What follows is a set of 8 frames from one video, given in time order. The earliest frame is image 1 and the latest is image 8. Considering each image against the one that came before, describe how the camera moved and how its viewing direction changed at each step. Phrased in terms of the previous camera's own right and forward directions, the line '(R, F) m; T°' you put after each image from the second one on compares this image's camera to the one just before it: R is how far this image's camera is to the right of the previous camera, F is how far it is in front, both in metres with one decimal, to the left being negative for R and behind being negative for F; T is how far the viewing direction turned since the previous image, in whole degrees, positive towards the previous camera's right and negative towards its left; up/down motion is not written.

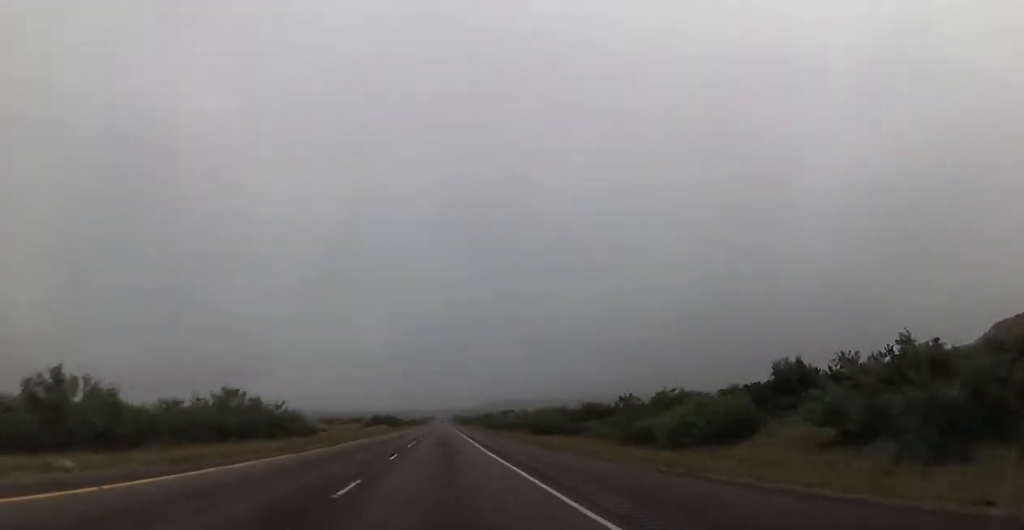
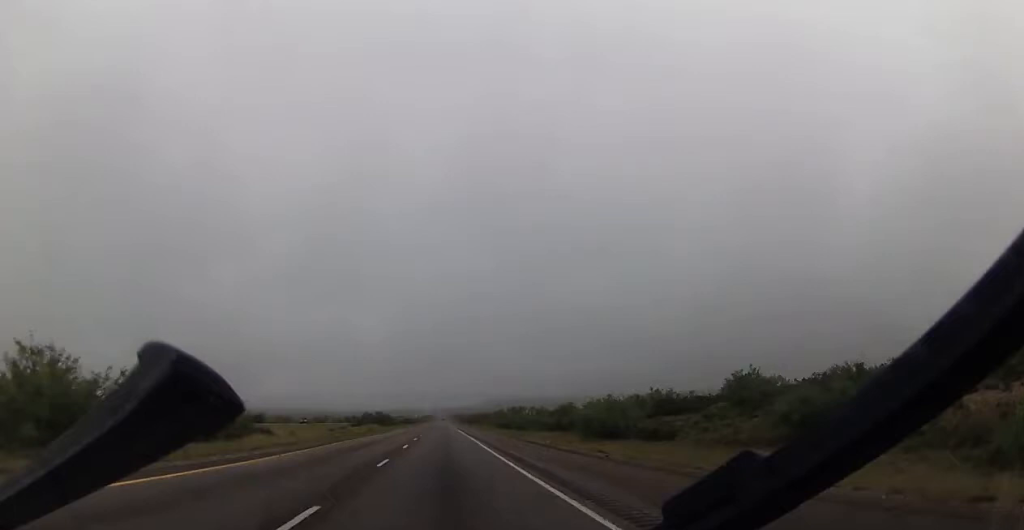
(+0.4, +29.3) m; 0°
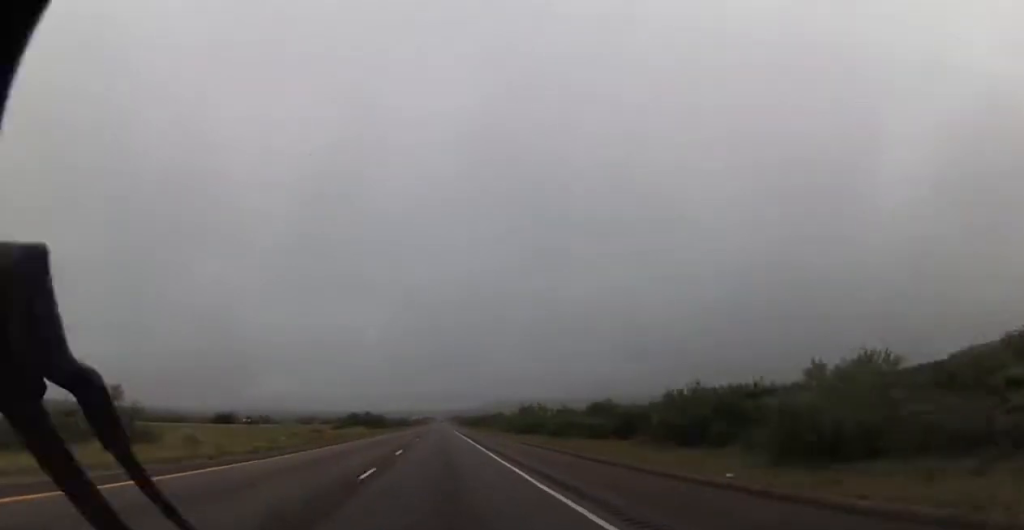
(-0.2, +27.9) m; -1°
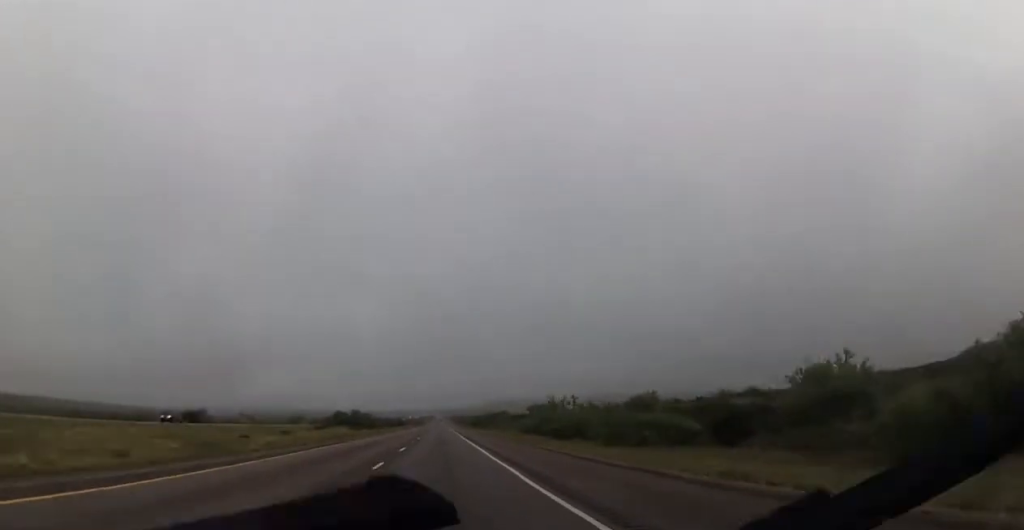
(-0.2, +20.9) m; 0°
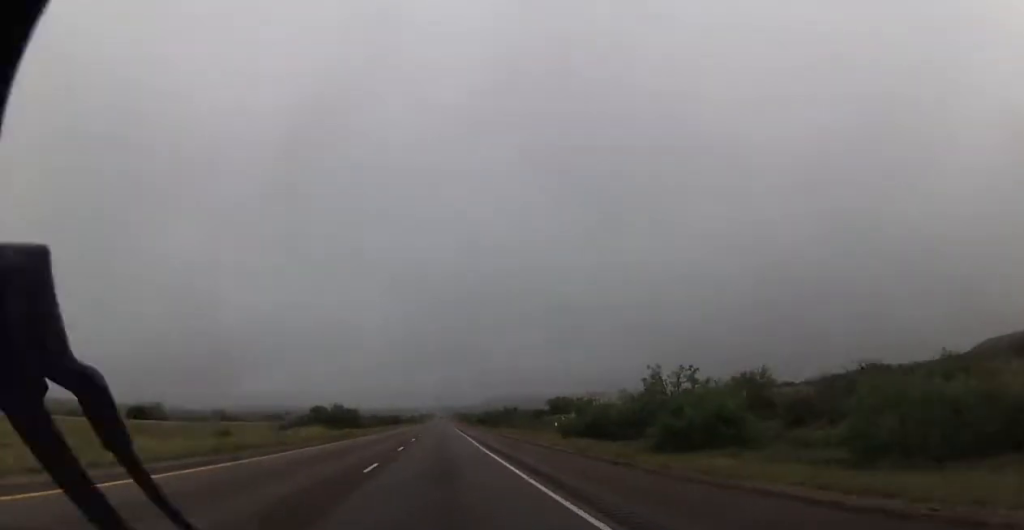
(0.0, +26.6) m; 0°
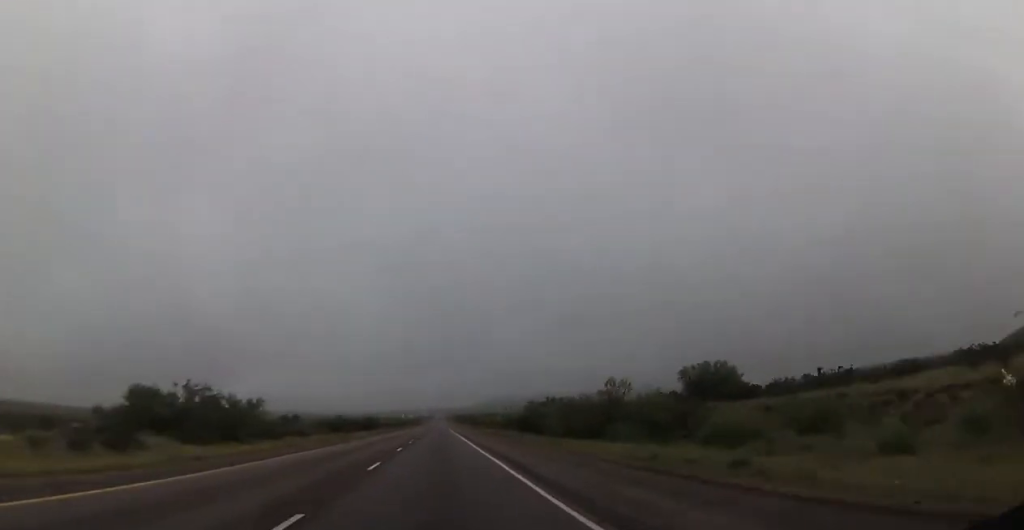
(0.0, +71.1) m; +1°
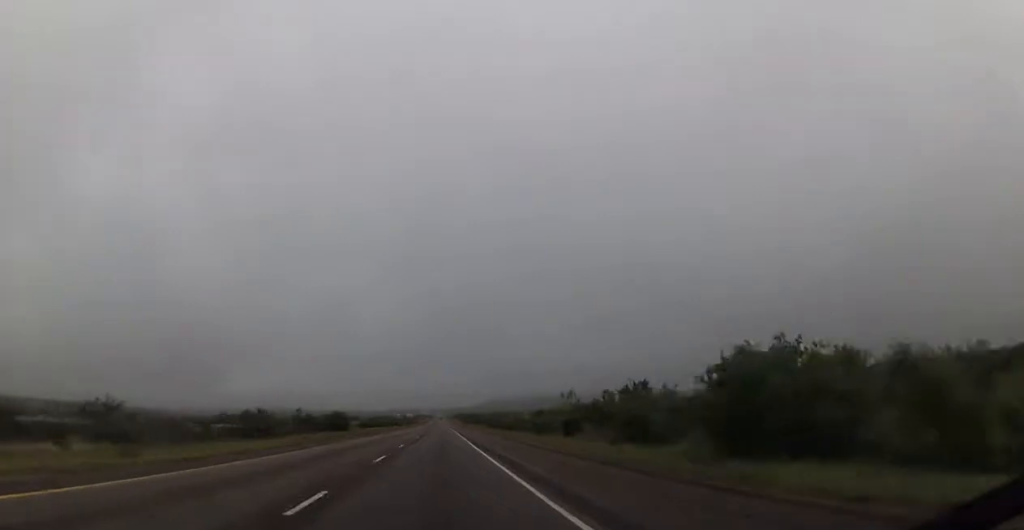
(+0.4, +45.9) m; 0°
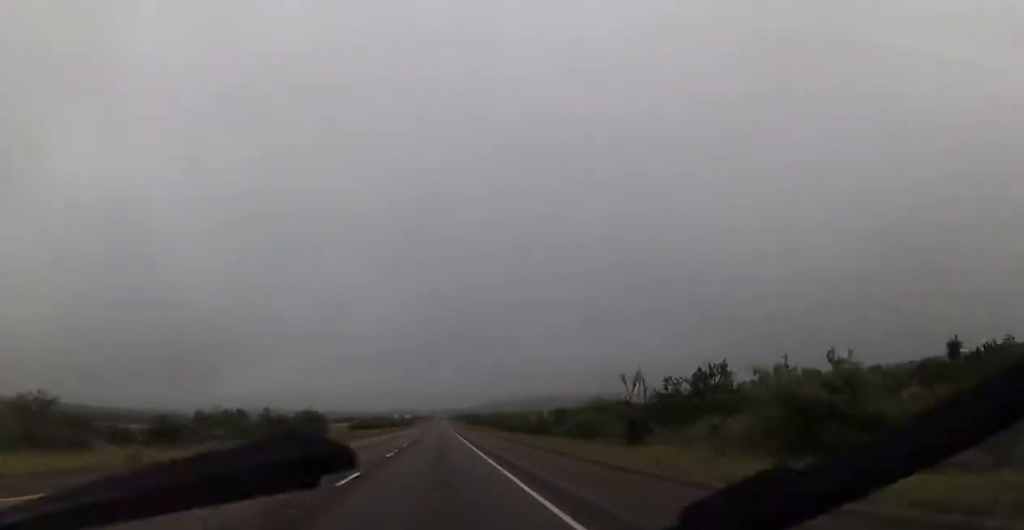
(-0.2, +19.5) m; -1°
